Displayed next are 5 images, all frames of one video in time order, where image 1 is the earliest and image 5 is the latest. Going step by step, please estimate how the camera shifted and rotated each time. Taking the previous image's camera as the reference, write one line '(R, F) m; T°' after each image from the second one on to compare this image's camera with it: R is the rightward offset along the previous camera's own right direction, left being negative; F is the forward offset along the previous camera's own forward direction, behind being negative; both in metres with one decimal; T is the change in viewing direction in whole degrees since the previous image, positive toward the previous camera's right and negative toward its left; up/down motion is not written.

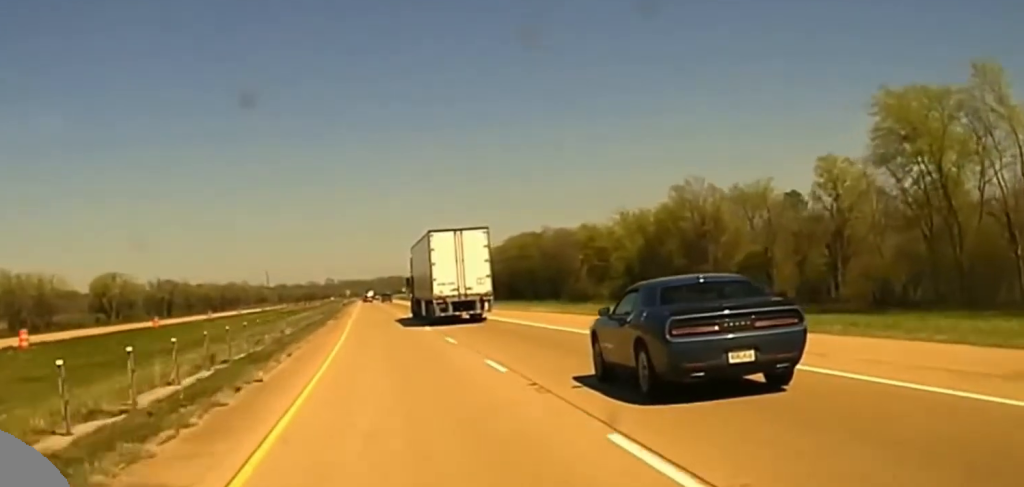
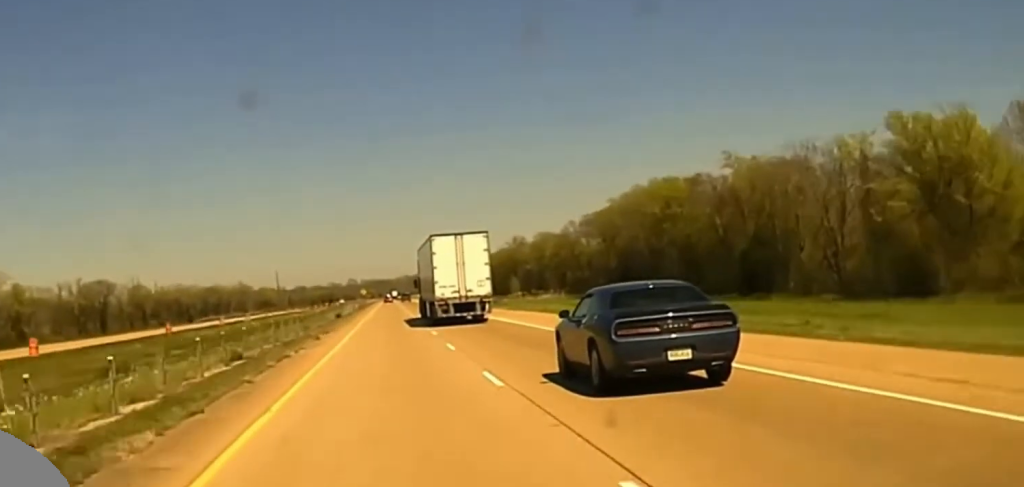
(-0.9, +100.5) m; -1°
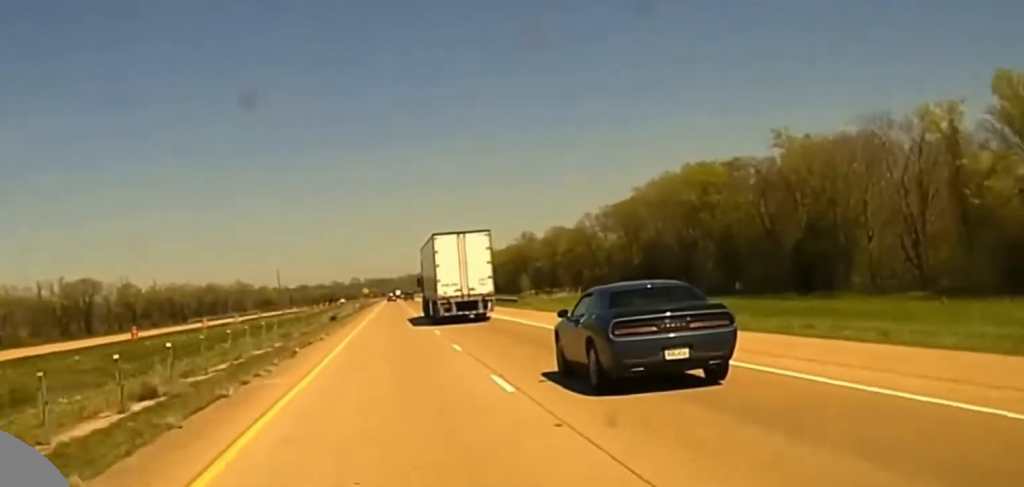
(+0.1, +13.4) m; 0°
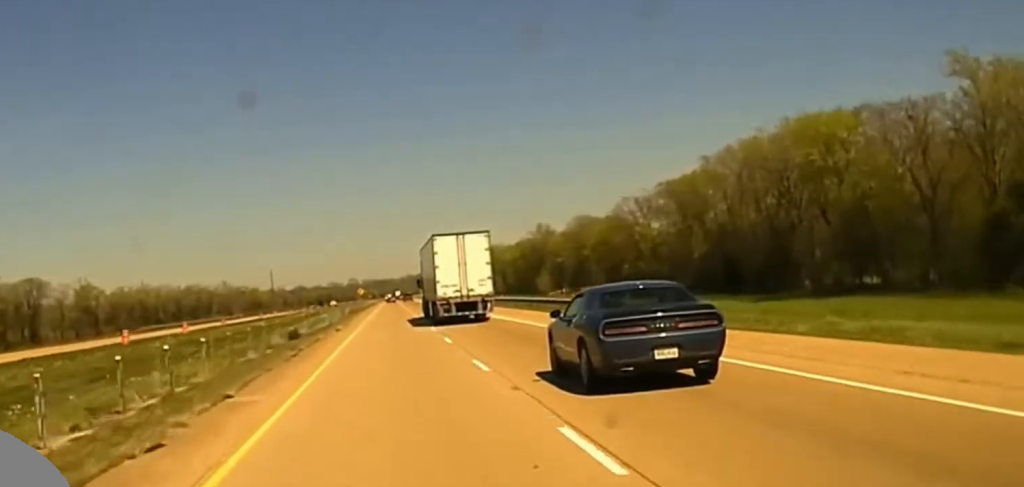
(-0.4, +33.0) m; 0°
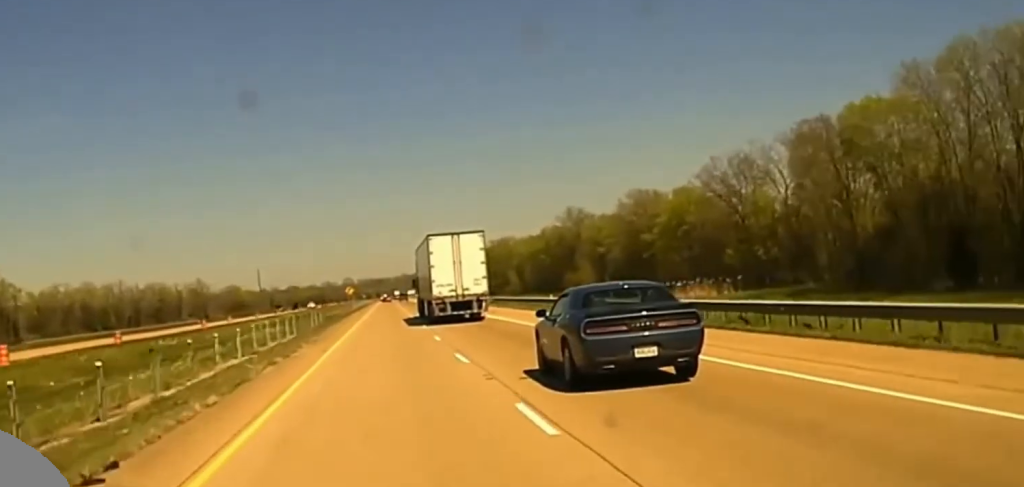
(+0.6, +47.5) m; 0°
